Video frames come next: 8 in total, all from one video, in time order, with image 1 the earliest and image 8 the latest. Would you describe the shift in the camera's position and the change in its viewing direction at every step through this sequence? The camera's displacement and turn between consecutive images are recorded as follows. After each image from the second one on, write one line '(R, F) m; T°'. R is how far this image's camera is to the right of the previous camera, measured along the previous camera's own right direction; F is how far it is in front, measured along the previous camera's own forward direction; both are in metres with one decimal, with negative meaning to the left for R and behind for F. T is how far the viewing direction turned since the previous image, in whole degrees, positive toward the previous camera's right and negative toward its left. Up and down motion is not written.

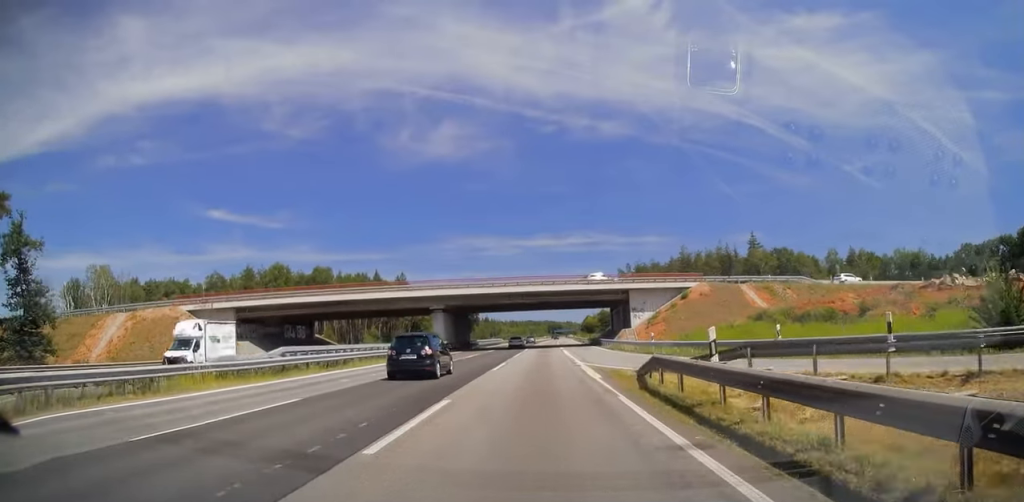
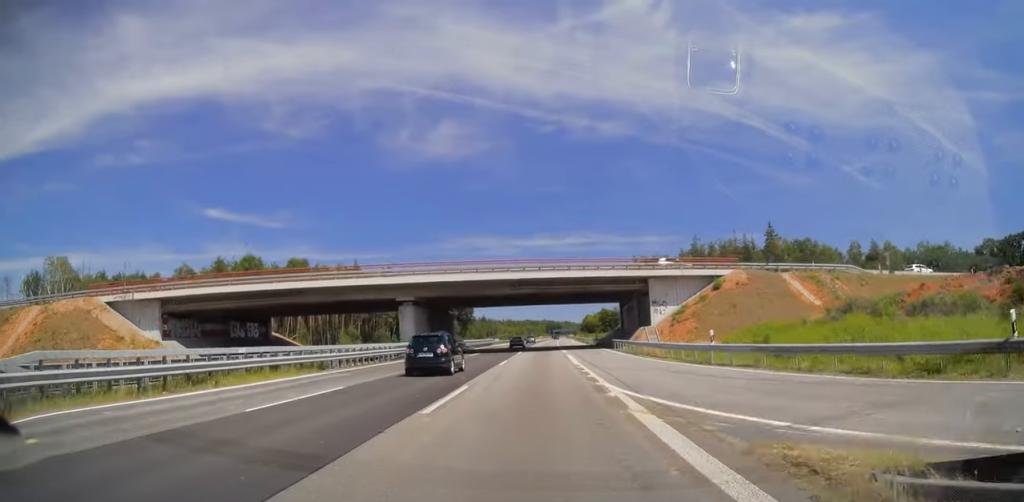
(0.0, +14.2) m; 0°
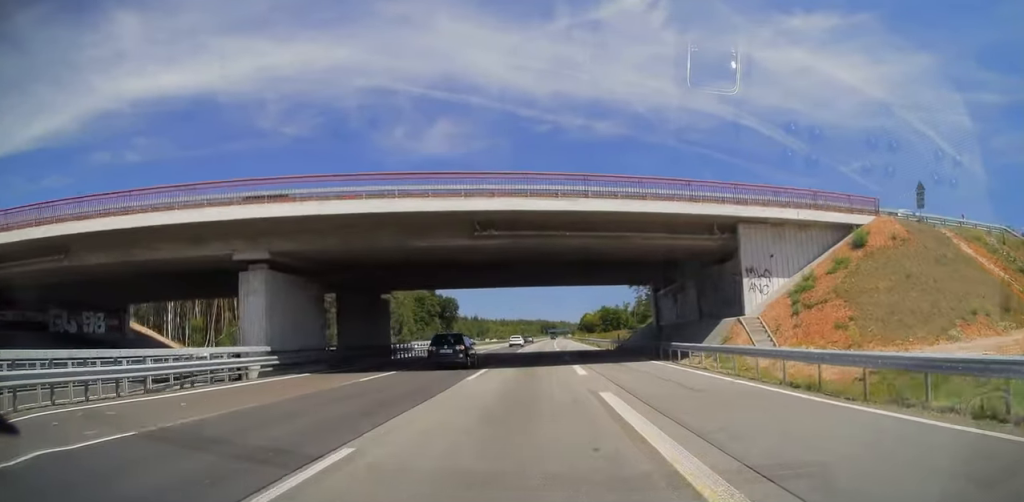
(+0.1, +27.7) m; 0°
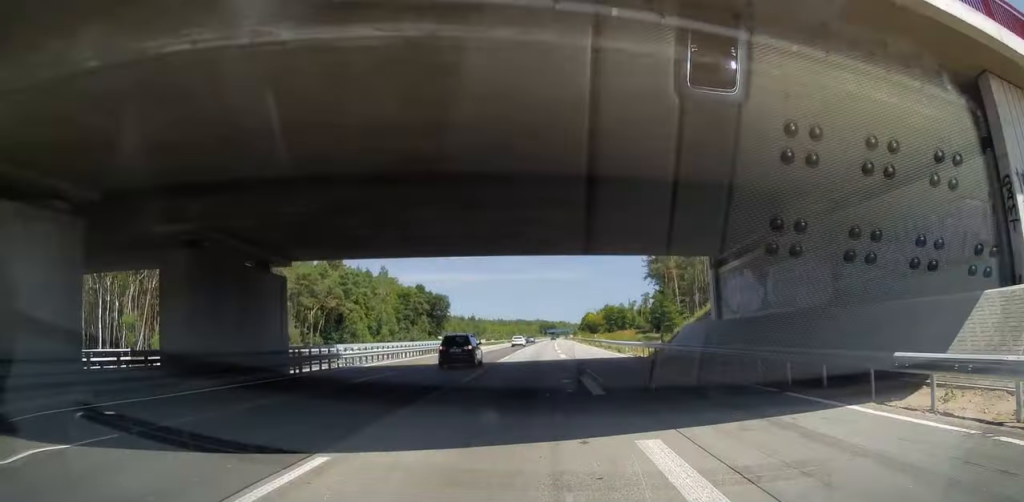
(+0.1, +18.5) m; 0°
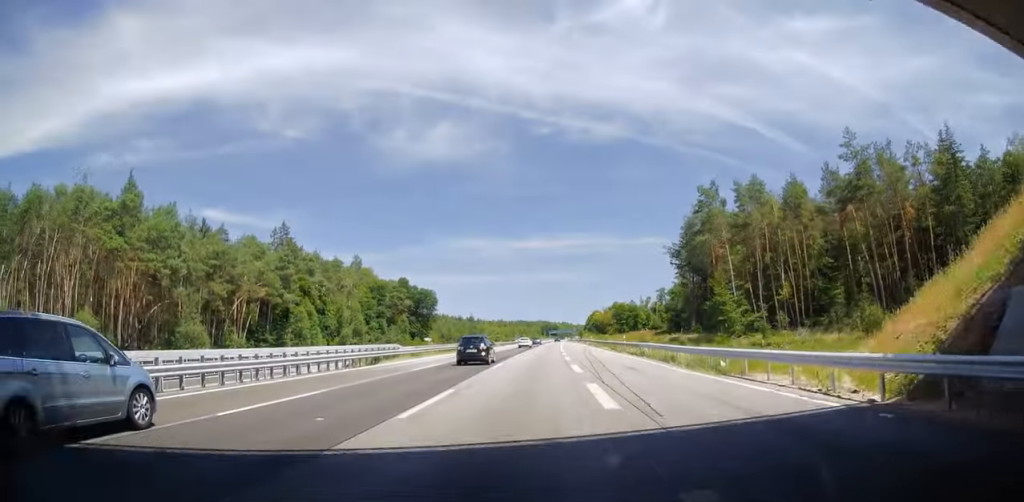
(-0.3, +26.3) m; 0°
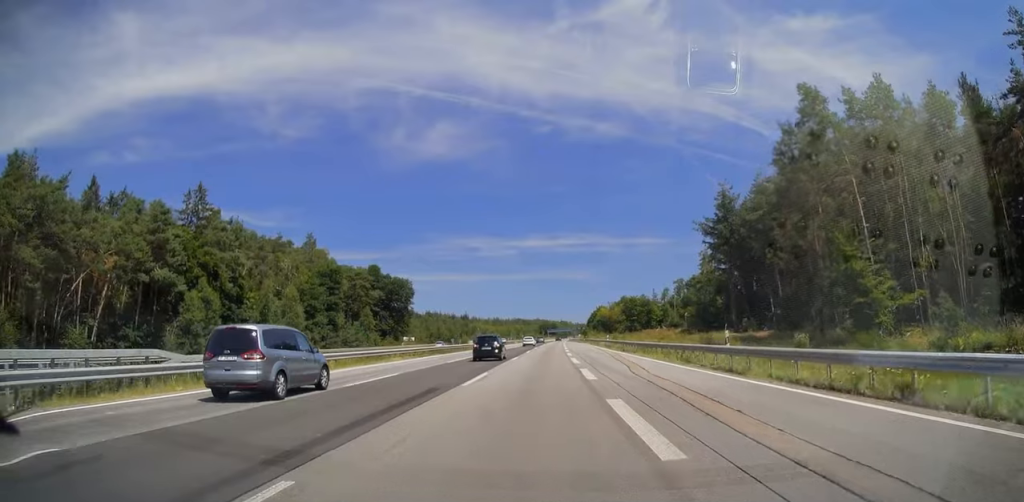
(+0.4, +29.0) m; +1°
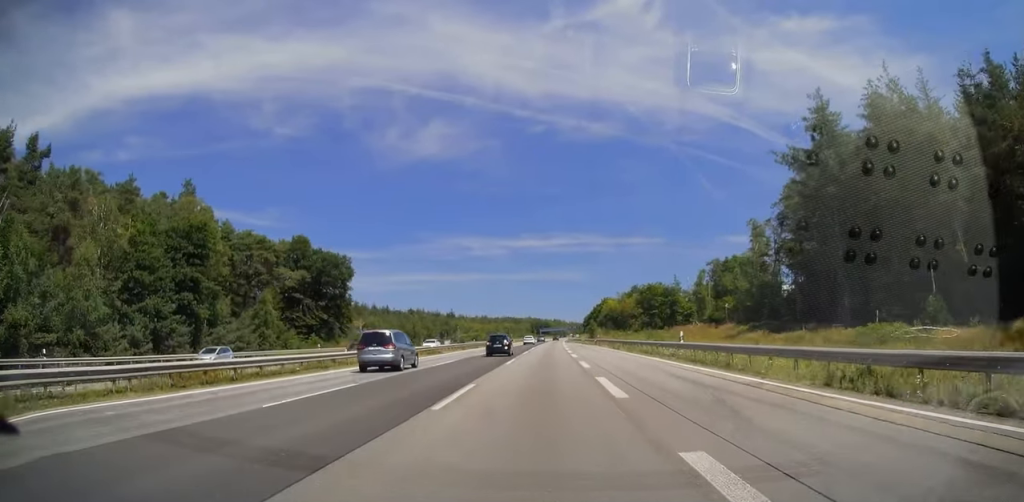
(0.0, +41.8) m; 0°
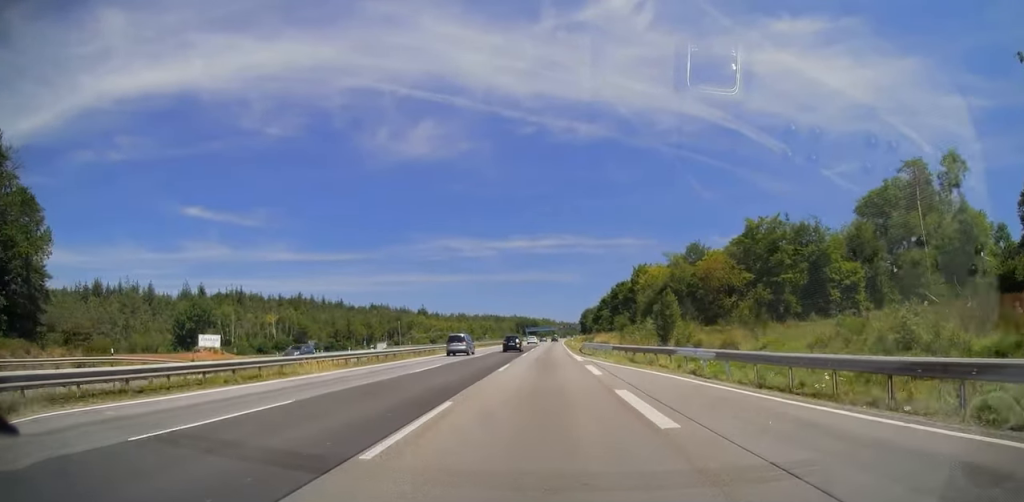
(0.0, +76.2) m; +1°
